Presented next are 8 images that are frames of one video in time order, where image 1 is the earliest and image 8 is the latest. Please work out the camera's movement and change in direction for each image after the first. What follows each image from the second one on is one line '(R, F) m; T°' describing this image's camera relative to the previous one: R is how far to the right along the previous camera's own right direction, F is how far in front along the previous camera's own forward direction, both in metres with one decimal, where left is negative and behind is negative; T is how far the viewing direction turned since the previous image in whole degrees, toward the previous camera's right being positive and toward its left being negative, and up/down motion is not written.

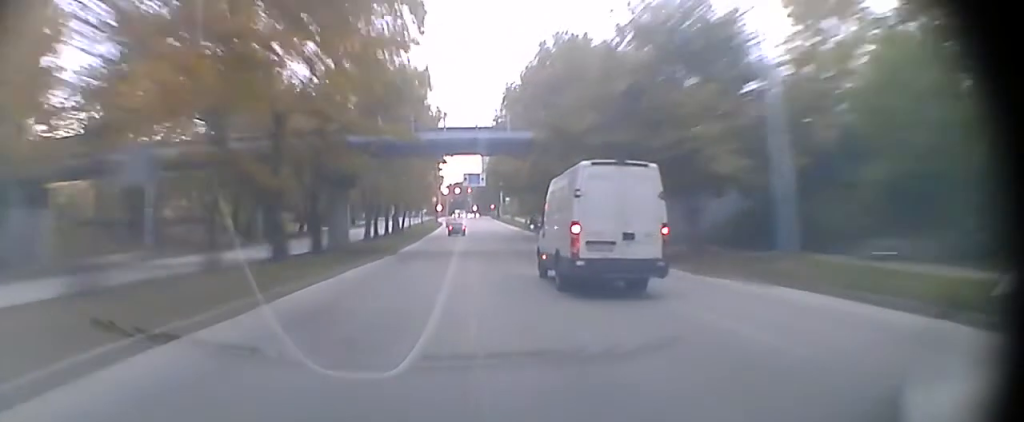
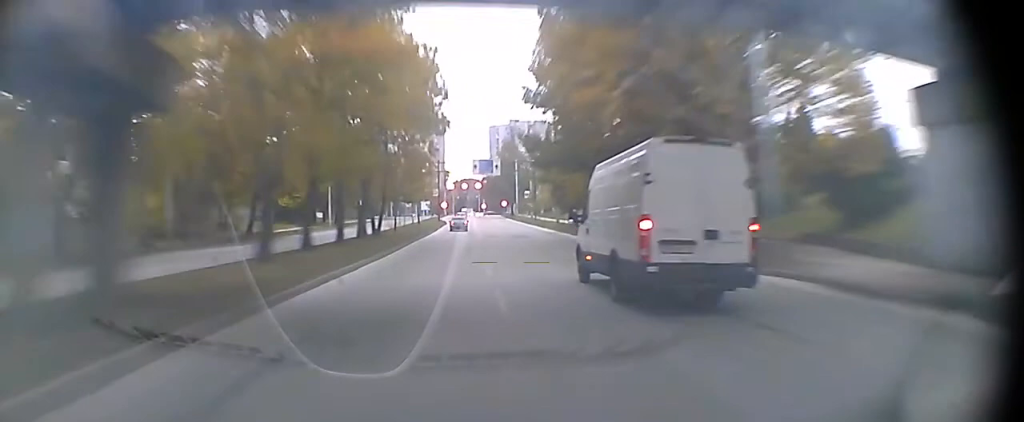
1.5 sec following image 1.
(-0.2, +25.2) m; -1°
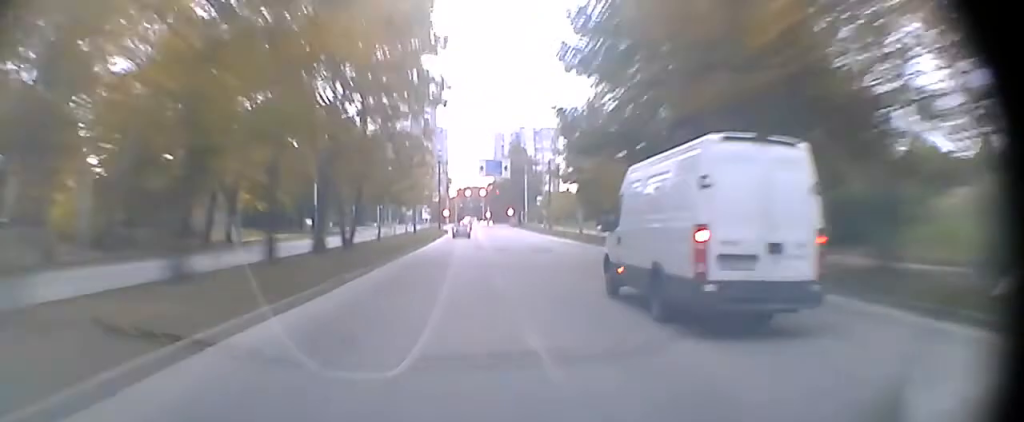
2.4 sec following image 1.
(-0.1, +14.1) m; 0°
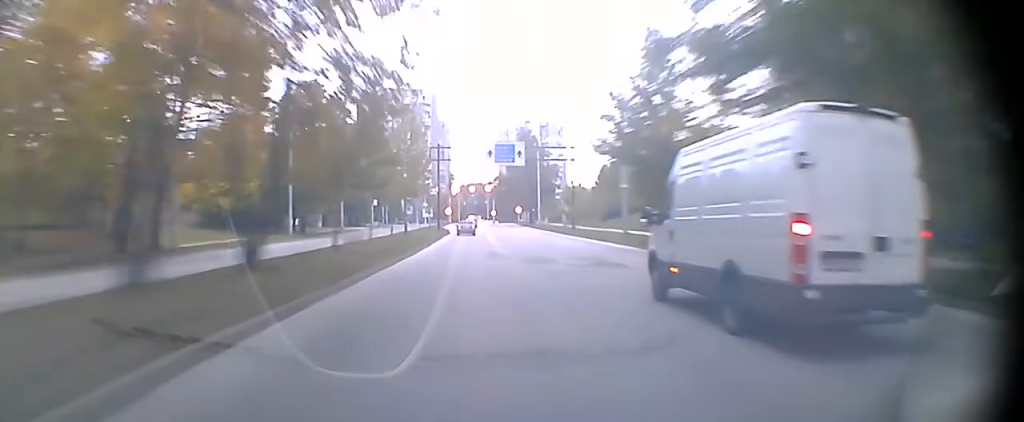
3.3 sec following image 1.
(0.0, +15.0) m; 0°
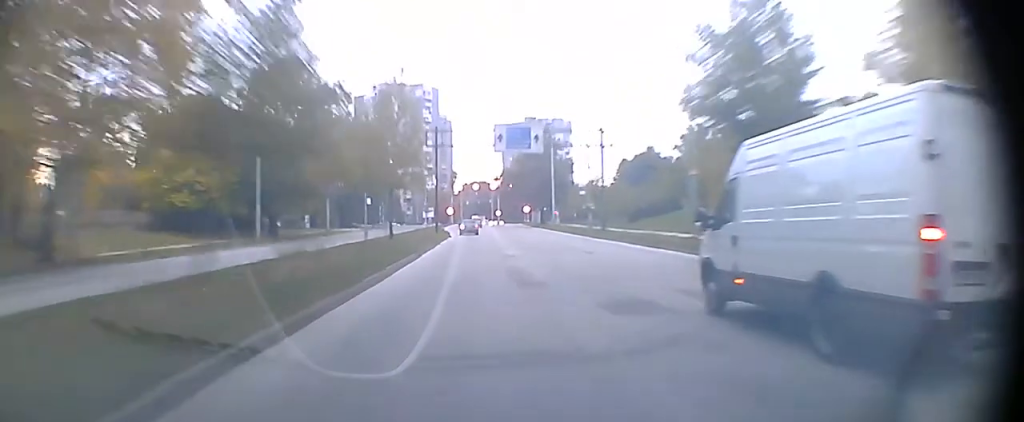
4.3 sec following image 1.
(0.0, +14.7) m; 0°
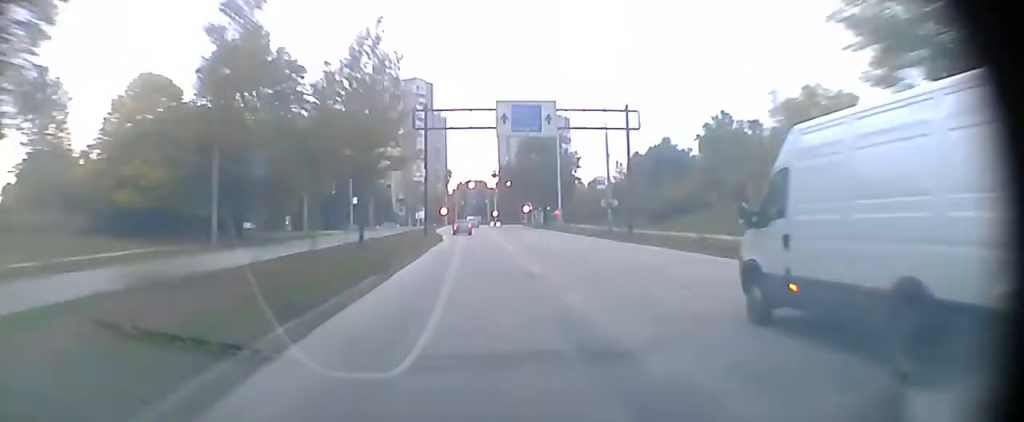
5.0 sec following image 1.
(0.0, +11.3) m; 0°
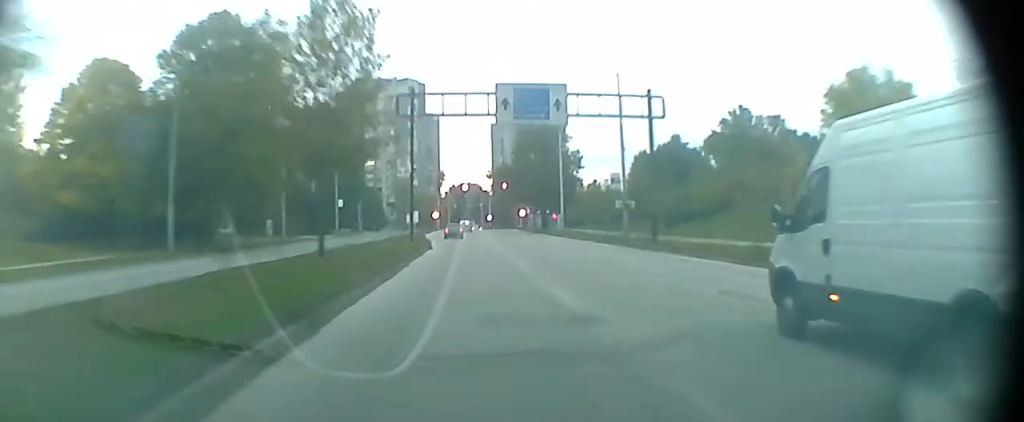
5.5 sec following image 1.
(0.0, +7.0) m; 0°
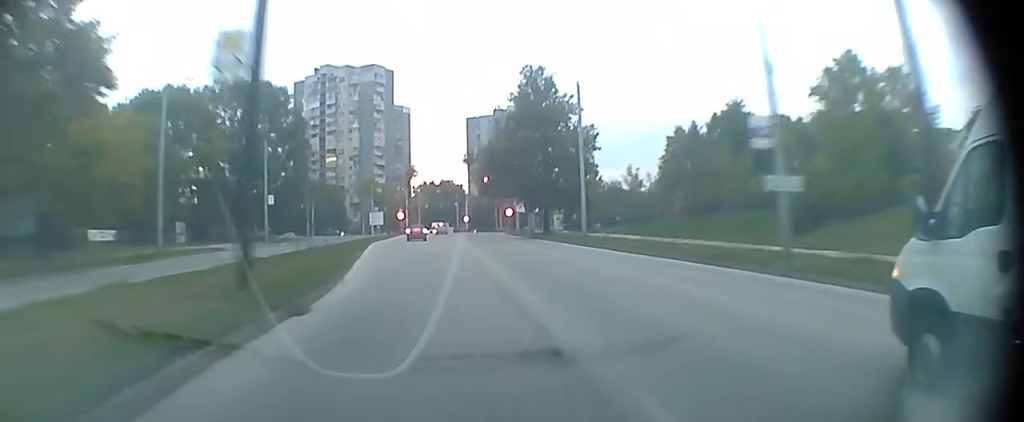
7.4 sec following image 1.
(+0.4, +28.1) m; +2°
